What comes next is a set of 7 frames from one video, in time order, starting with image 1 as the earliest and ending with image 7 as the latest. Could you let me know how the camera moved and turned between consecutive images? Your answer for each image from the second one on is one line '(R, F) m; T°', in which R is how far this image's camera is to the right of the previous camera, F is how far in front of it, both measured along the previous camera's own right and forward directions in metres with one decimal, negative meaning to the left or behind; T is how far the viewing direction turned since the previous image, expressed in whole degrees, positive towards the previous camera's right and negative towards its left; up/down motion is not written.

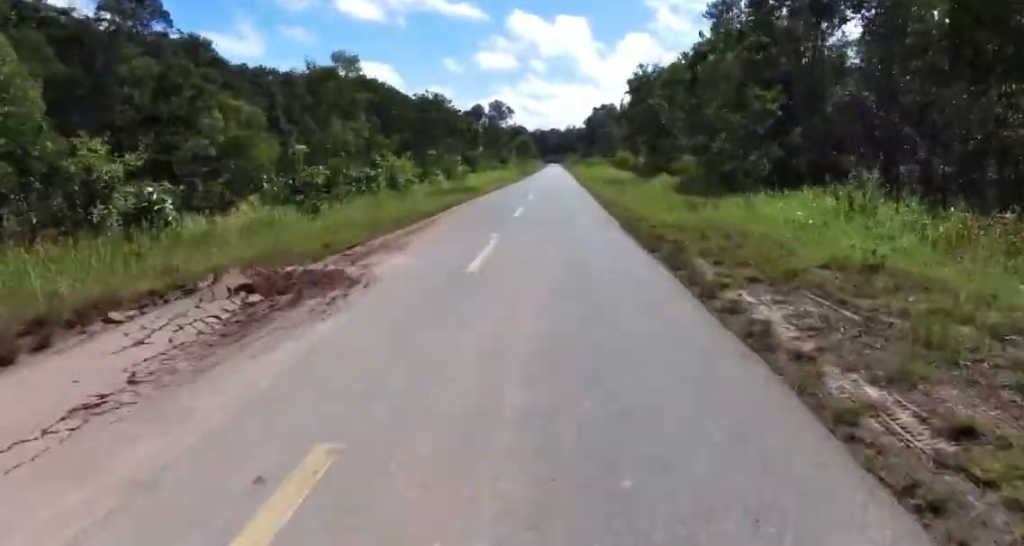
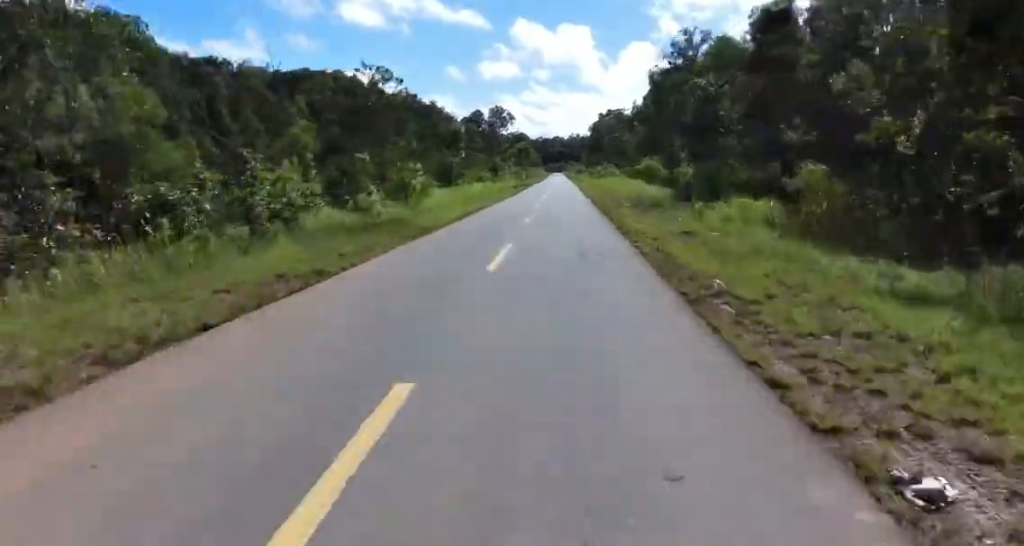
(0.0, +15.3) m; 0°
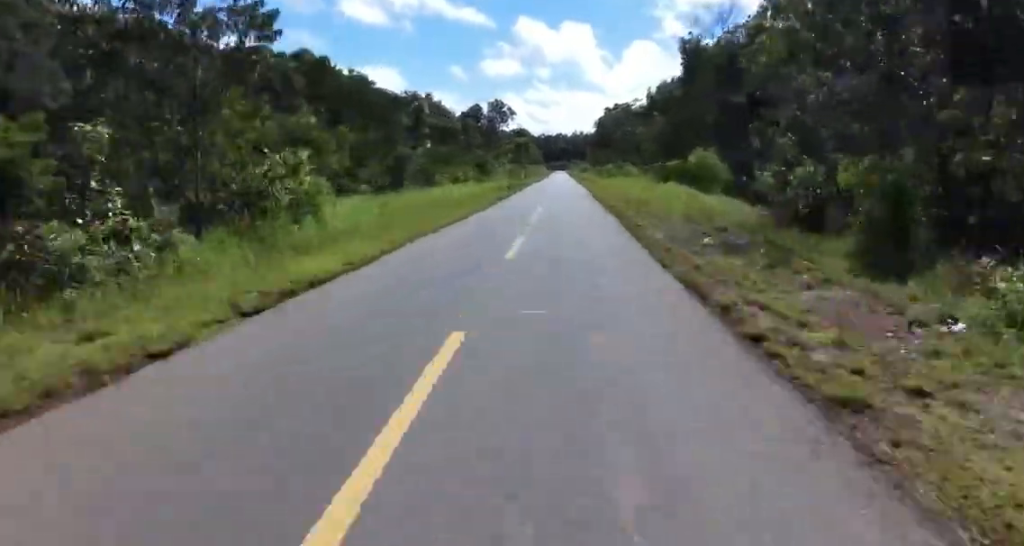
(+0.1, +15.3) m; -2°
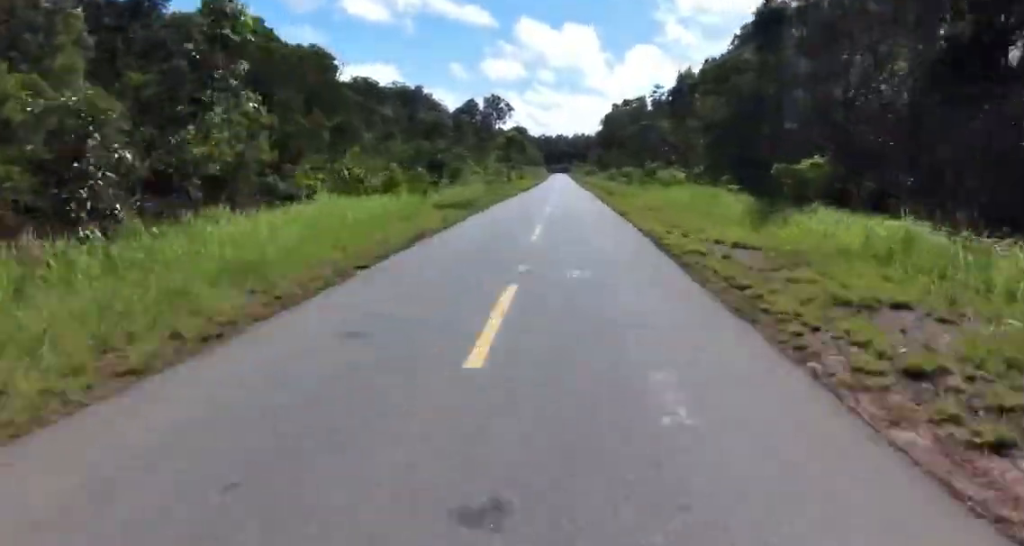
(-0.7, +22.2) m; -1°
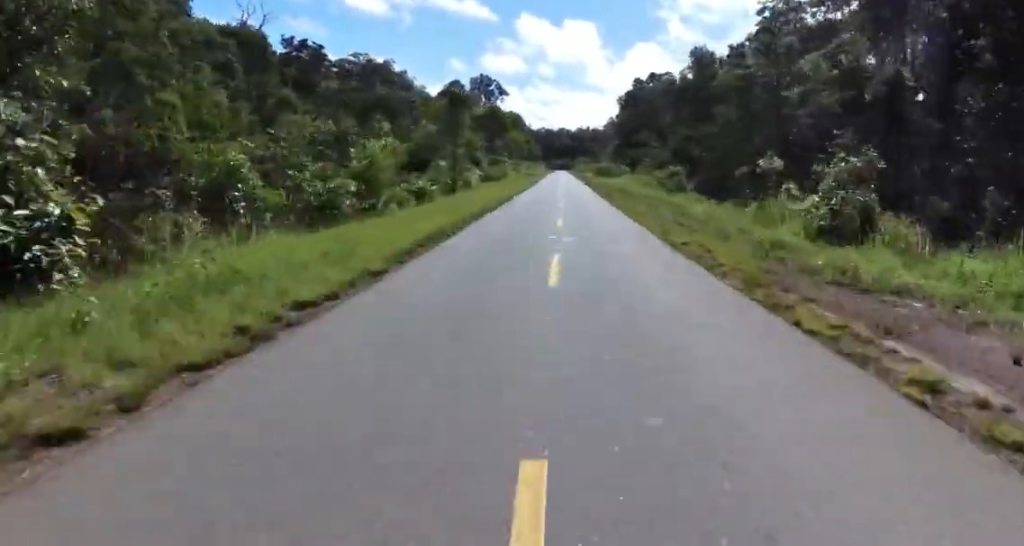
(+1.1, +45.3) m; +2°
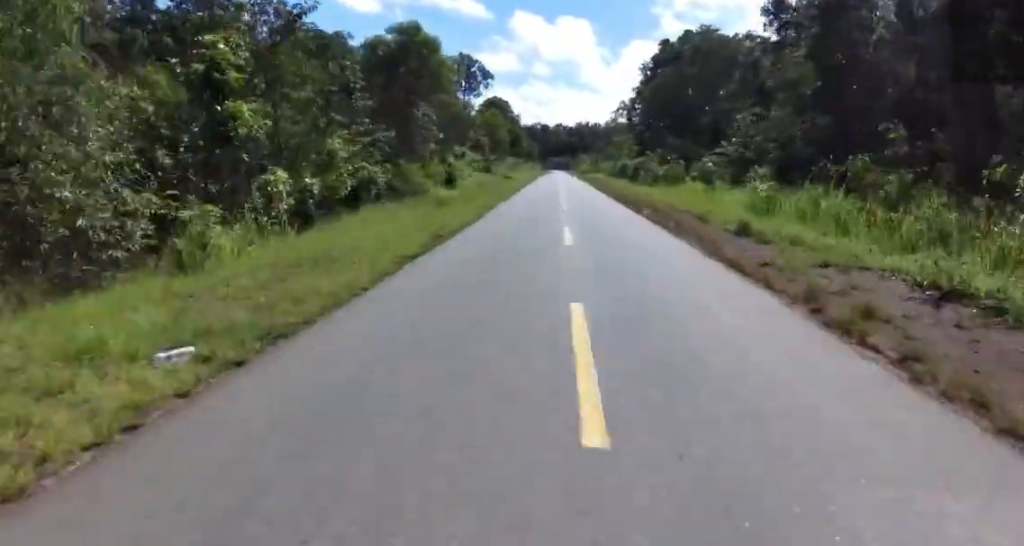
(-0.8, +38.2) m; -2°
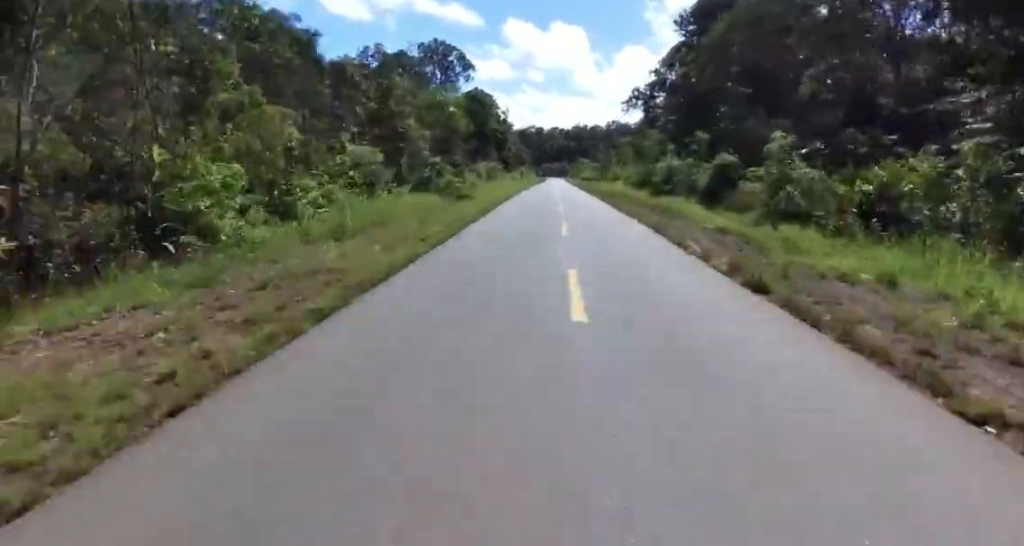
(-0.1, +30.3) m; +1°
